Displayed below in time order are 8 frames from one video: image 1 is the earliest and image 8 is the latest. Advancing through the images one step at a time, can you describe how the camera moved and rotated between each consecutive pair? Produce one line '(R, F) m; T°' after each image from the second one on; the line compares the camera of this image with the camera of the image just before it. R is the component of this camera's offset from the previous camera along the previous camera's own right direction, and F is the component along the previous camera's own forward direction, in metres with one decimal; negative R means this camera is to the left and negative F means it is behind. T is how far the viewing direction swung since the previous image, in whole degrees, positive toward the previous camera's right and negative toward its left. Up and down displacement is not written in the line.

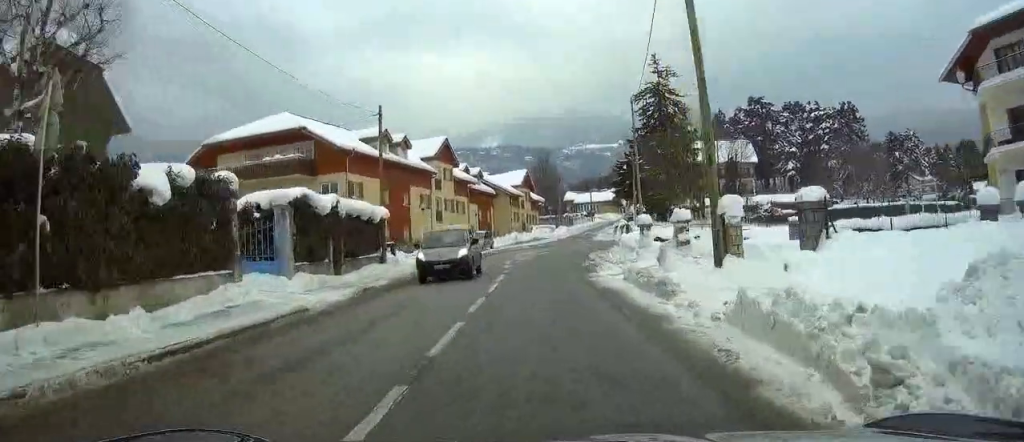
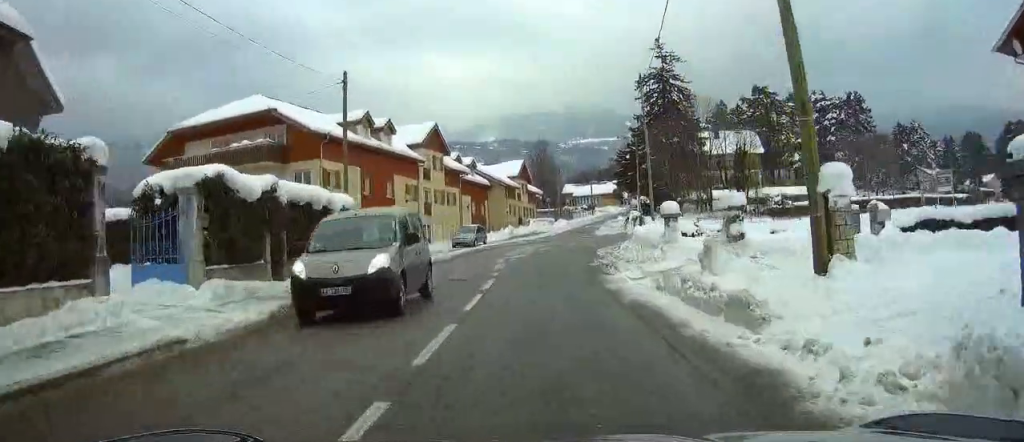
(0.0, +5.2) m; 0°
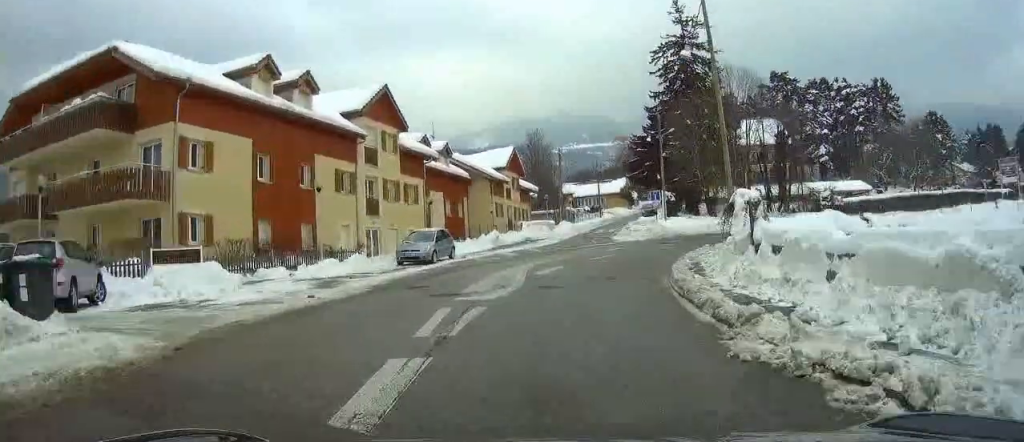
(+0.2, +18.4) m; +3°
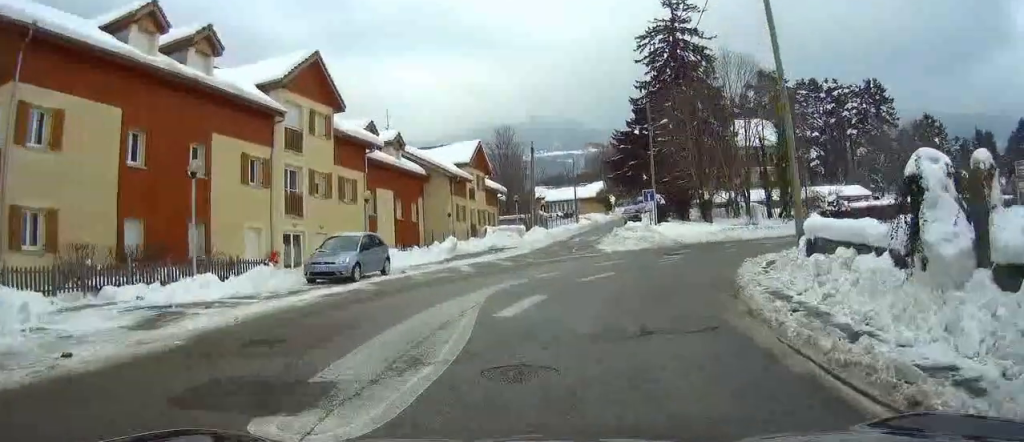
(+0.2, +9.5) m; +4°
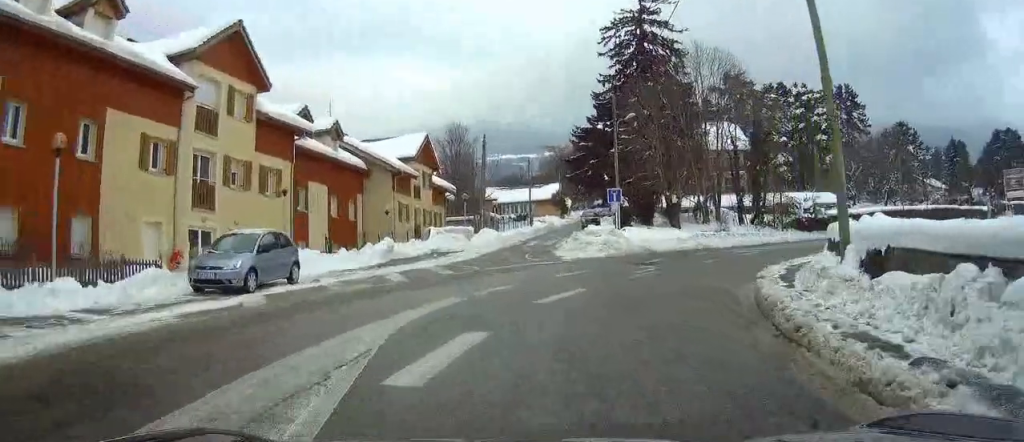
(+0.3, +4.4) m; +2°
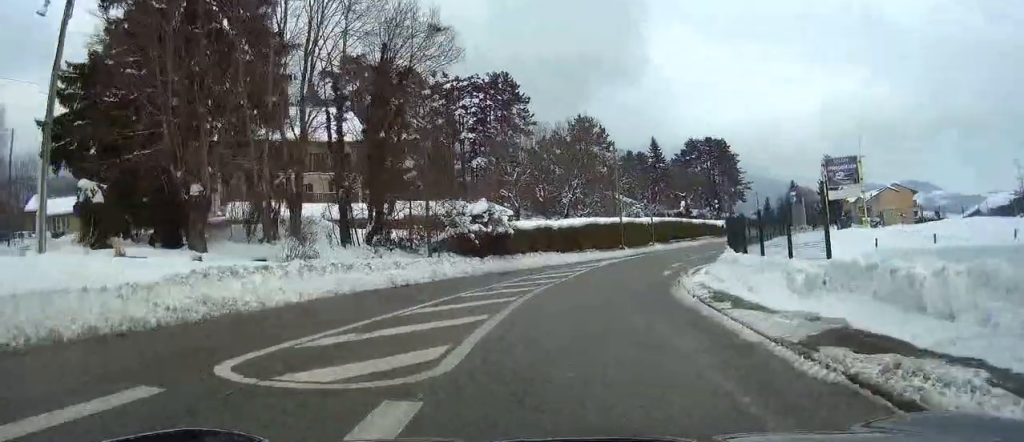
(+6.8, +28.0) m; +31°
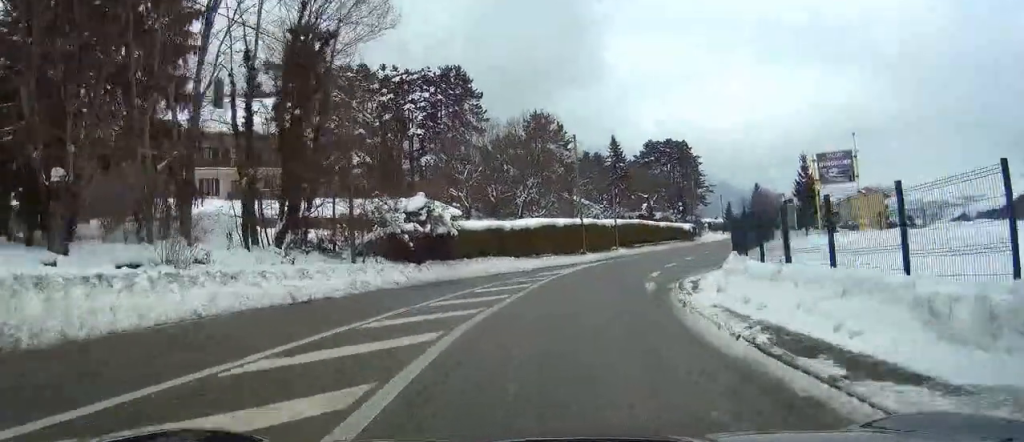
(+0.5, +5.9) m; +4°
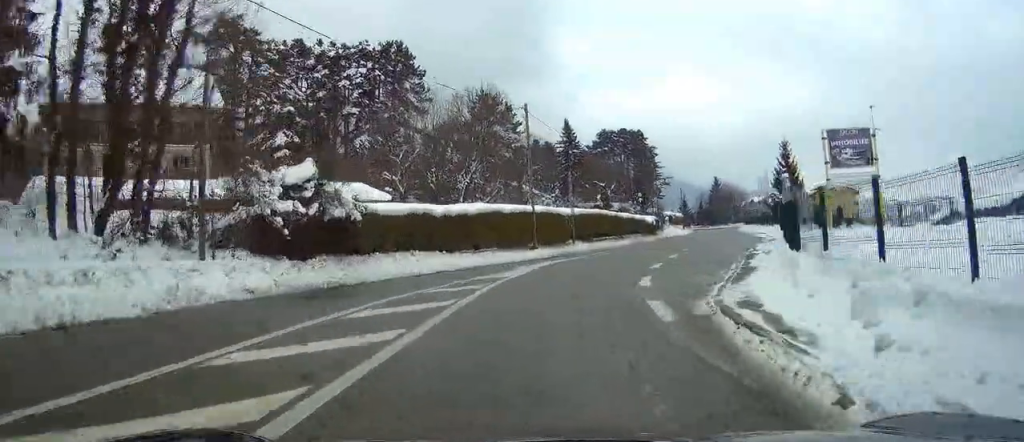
(+0.2, +8.5) m; +6°
